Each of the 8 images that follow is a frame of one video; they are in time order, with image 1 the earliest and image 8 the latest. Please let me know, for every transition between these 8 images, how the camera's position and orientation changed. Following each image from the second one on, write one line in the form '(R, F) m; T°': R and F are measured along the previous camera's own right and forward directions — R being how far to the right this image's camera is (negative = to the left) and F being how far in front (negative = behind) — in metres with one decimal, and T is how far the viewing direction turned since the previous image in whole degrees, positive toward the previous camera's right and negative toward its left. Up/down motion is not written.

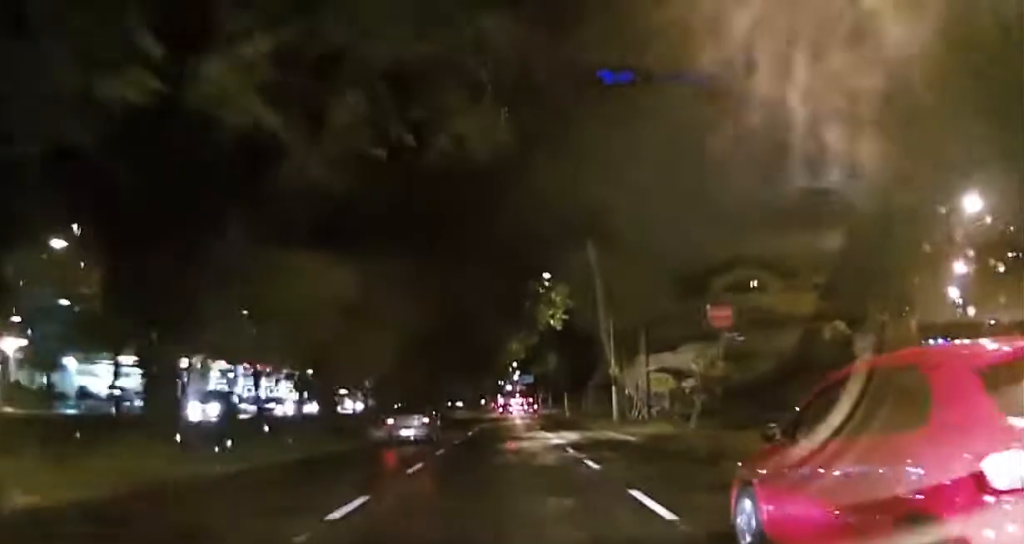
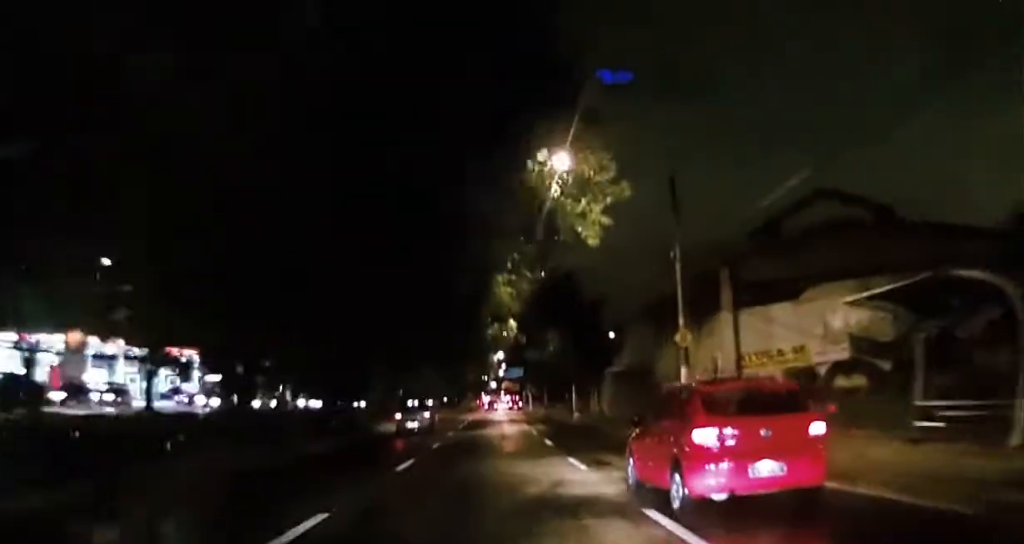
(-0.4, +20.0) m; +1°
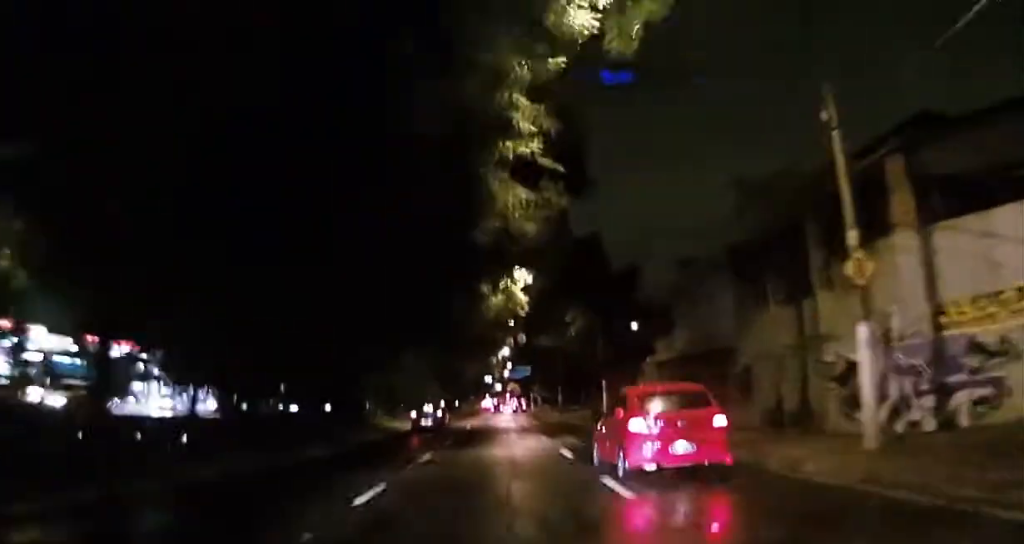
(+0.4, +12.4) m; +3°
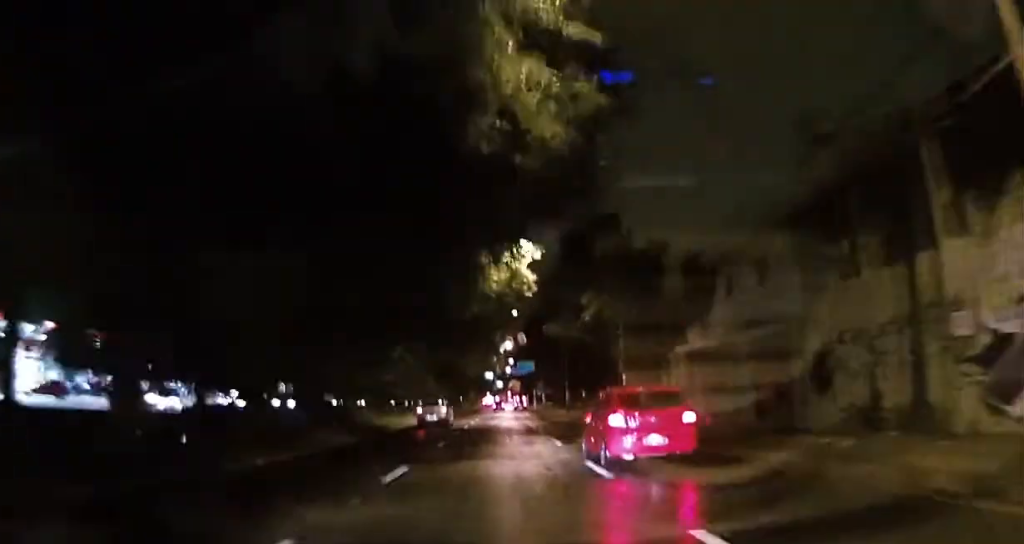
(+0.2, +5.5) m; 0°
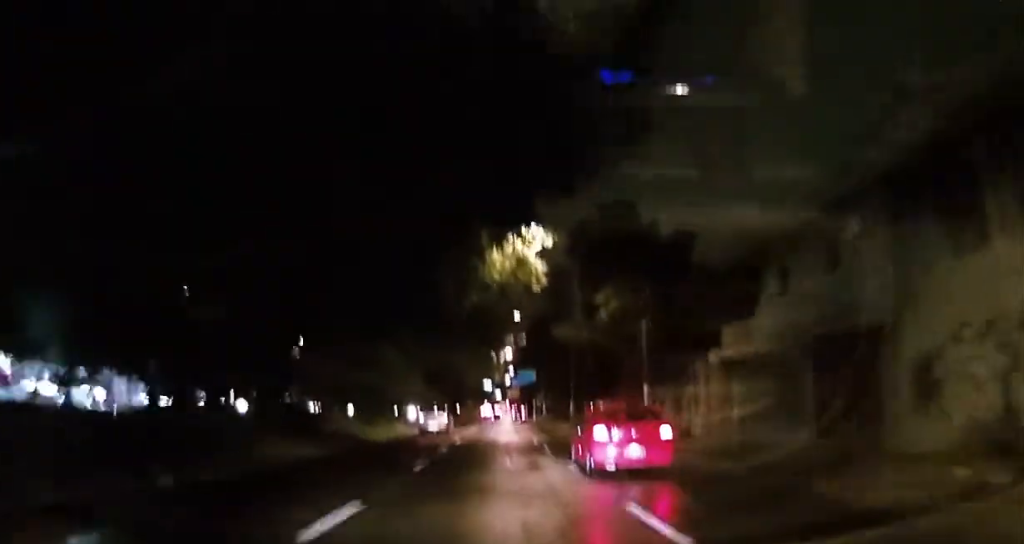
(-0.1, +4.7) m; -1°
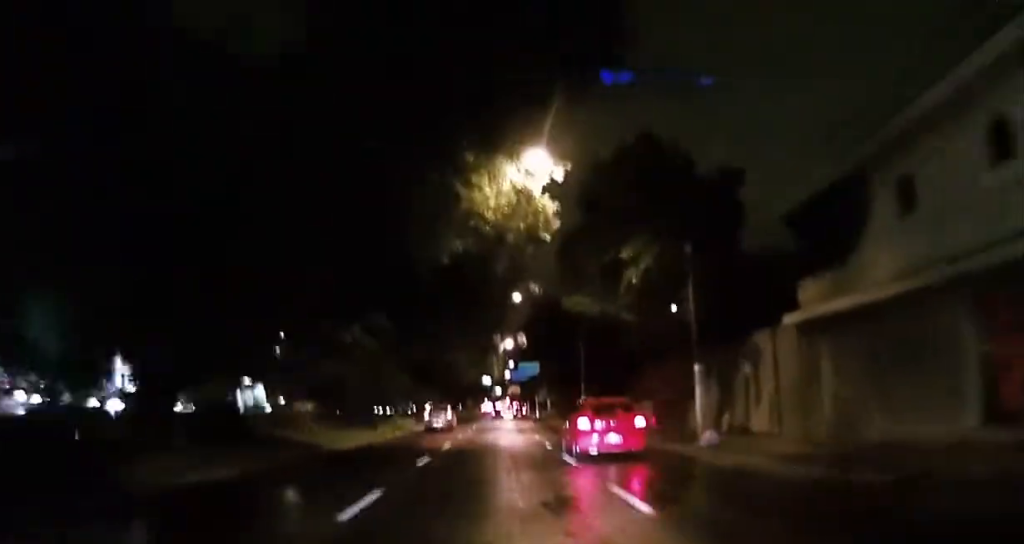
(-0.2, +7.2) m; -1°
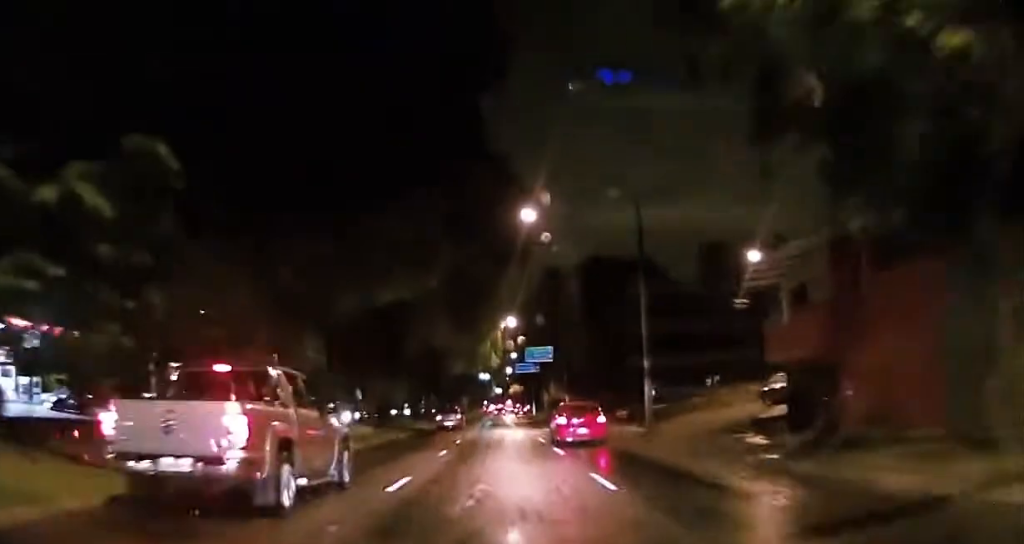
(0.0, +20.1) m; 0°
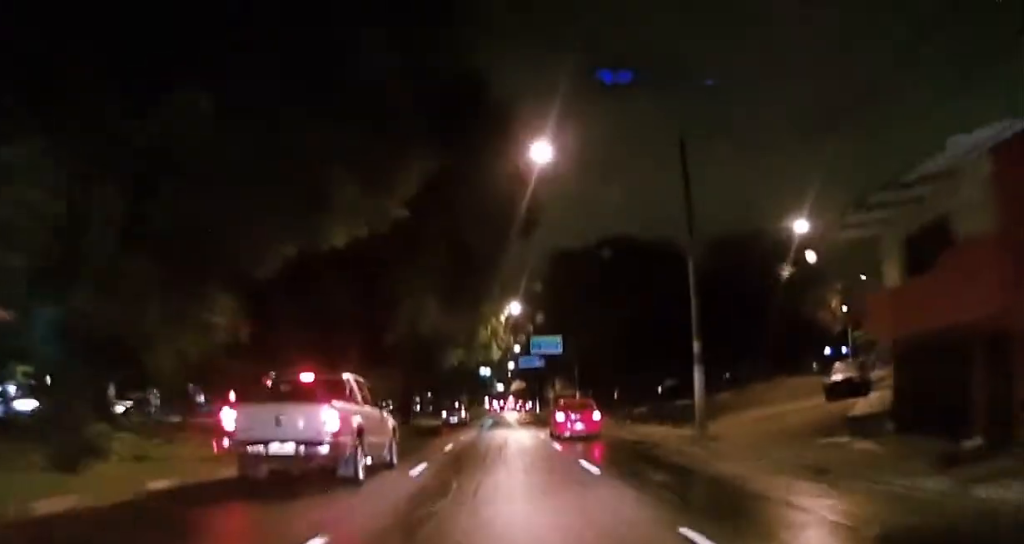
(0.0, +6.8) m; 0°
